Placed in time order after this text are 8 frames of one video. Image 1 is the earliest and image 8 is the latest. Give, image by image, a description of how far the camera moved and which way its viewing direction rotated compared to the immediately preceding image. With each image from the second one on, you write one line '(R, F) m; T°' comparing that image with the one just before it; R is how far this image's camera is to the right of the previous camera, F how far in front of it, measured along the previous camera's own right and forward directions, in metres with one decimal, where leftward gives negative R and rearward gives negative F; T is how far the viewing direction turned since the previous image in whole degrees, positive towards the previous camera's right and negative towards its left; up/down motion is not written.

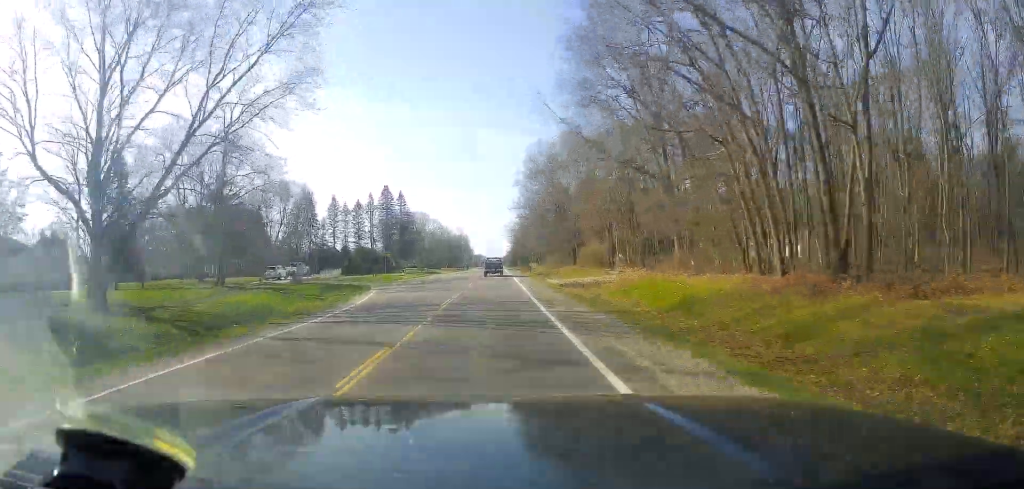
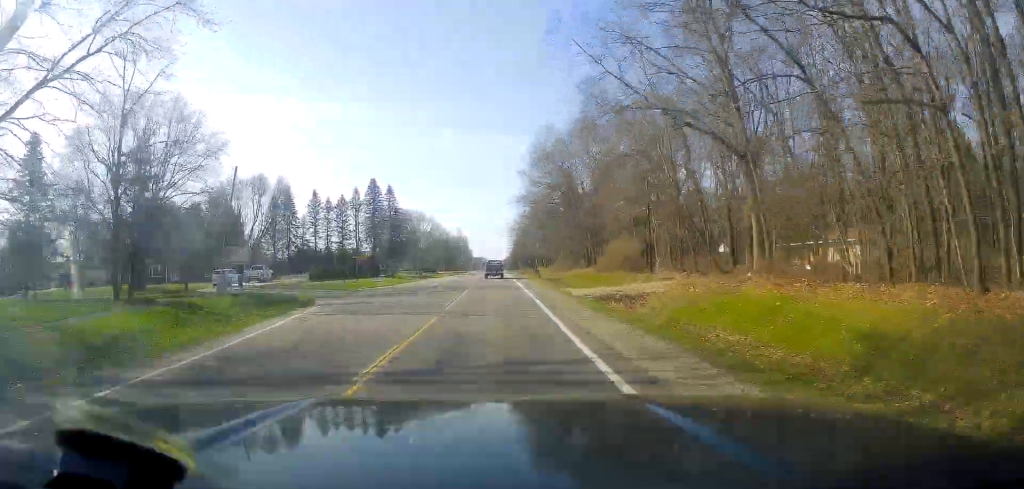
(+0.2, +14.7) m; +1°
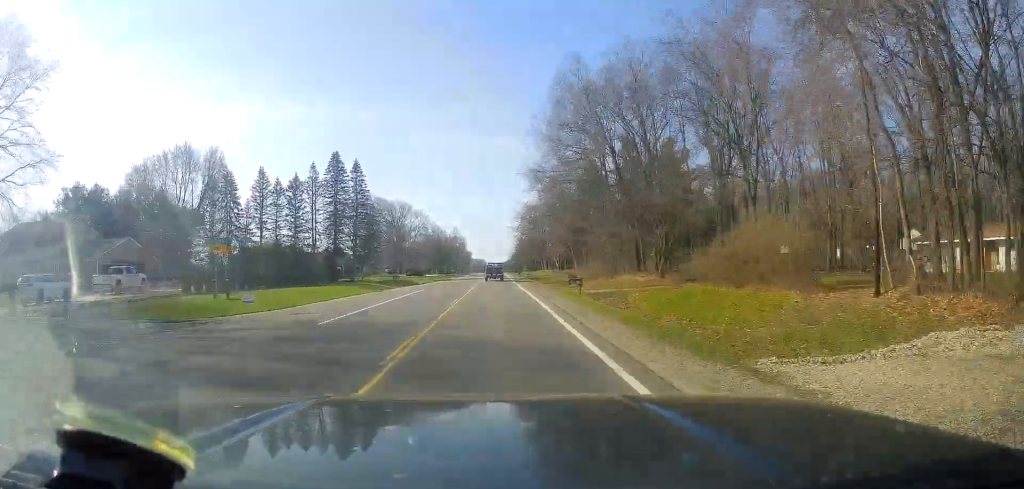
(+0.5, +29.0) m; -1°
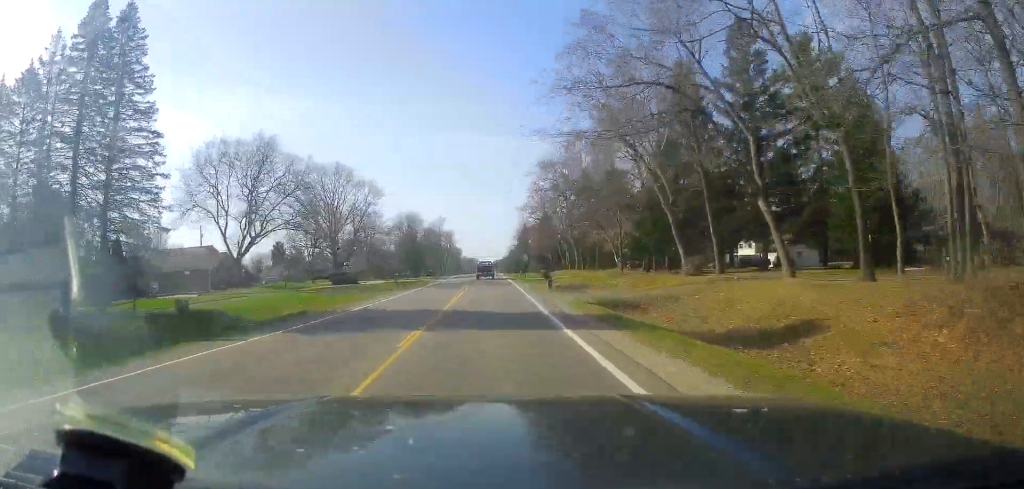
(-0.3, +58.2) m; 0°
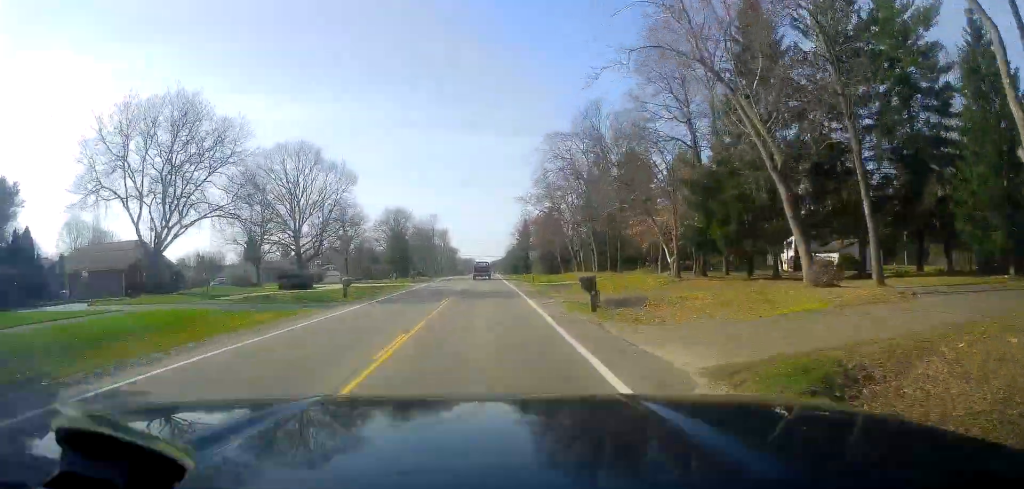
(-0.4, +16.9) m; 0°
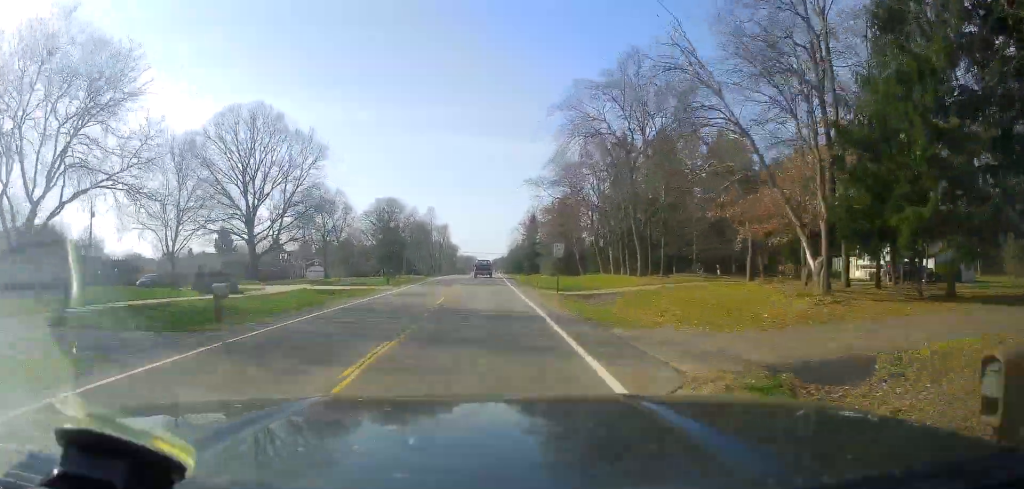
(+0.5, +17.1) m; +1°
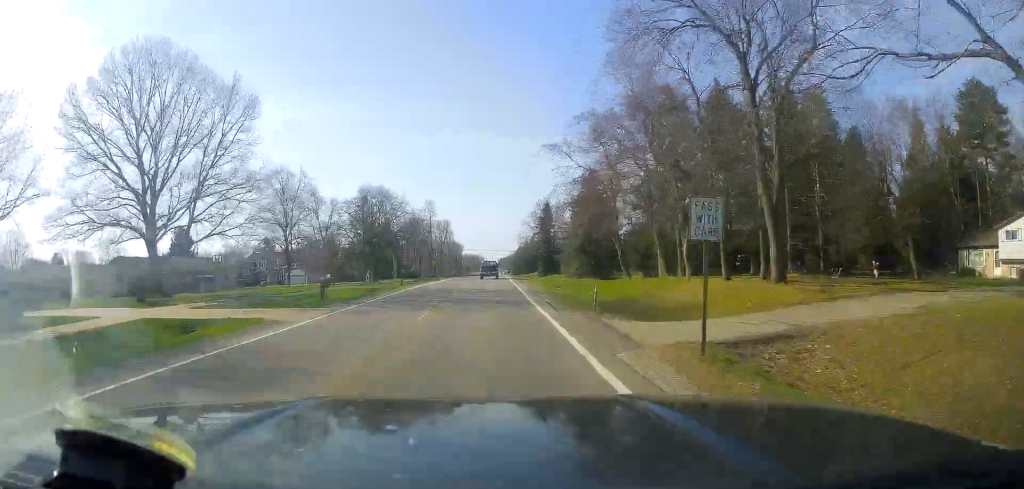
(-0.2, +21.5) m; 0°
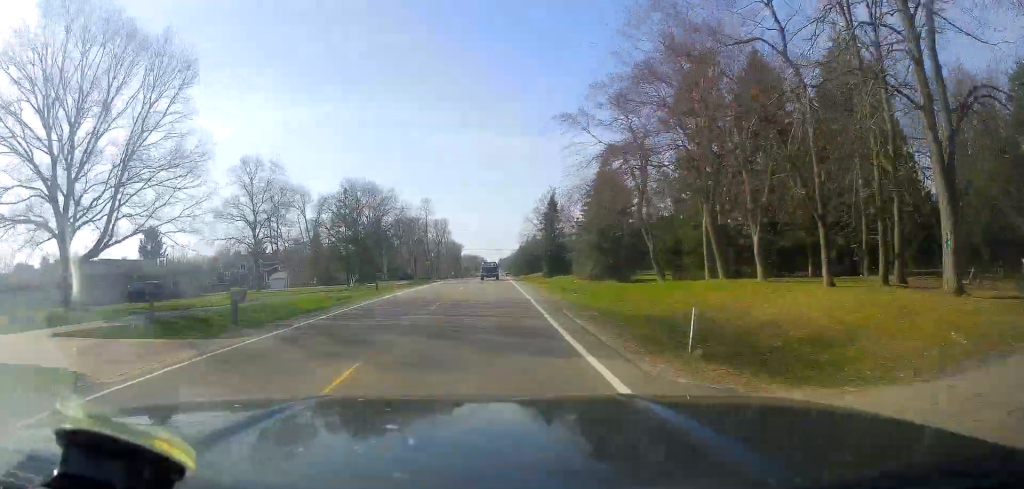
(-0.1, +10.7) m; 0°
